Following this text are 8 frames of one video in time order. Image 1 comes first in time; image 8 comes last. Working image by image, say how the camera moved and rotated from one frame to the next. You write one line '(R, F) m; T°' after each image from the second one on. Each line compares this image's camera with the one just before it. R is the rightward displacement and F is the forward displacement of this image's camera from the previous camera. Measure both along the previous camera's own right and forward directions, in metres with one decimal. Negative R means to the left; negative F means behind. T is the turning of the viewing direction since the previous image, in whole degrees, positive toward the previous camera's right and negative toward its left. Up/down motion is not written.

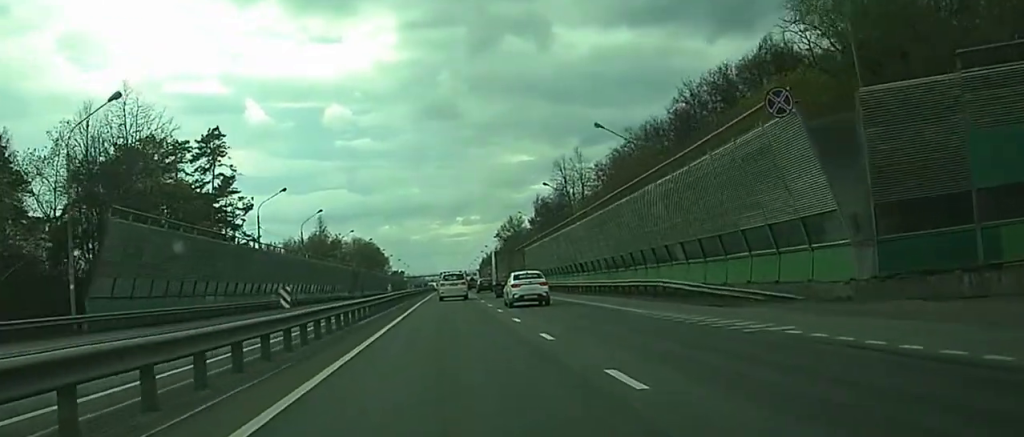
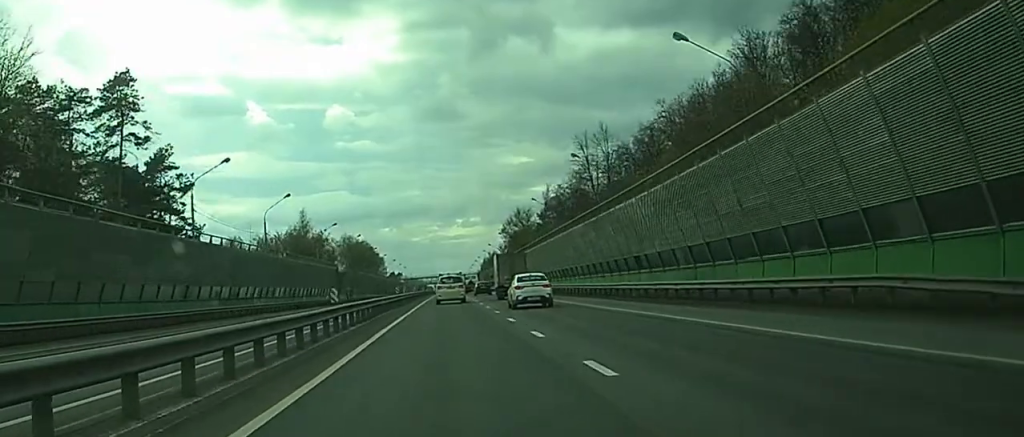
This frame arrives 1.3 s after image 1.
(-0.2, +23.7) m; 0°
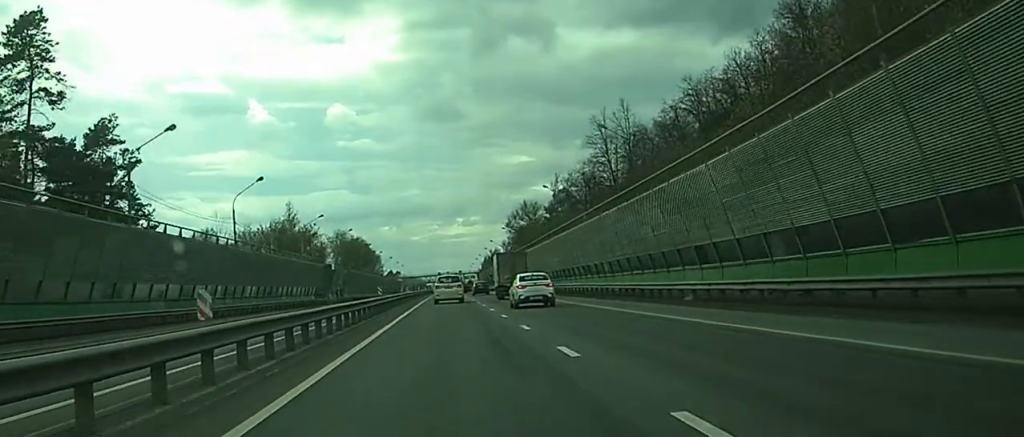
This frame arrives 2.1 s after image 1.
(+0.1, +13.6) m; 0°
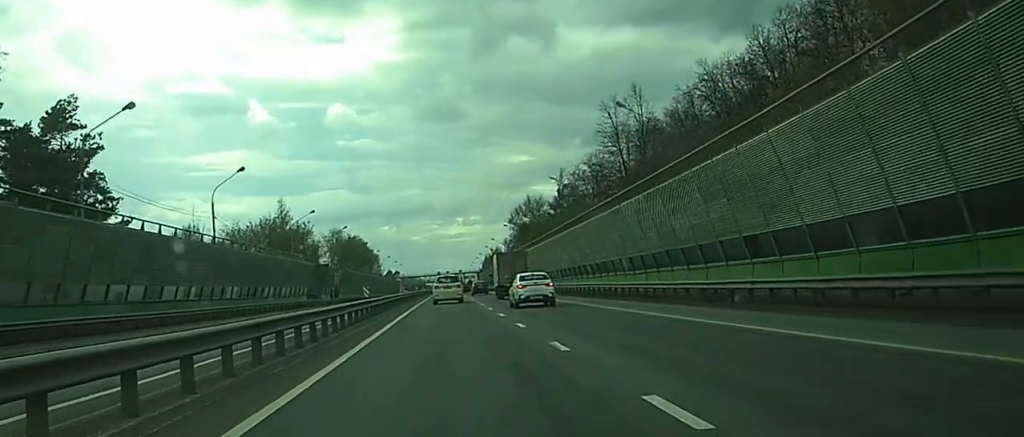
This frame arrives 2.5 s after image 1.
(0.0, +7.1) m; 0°
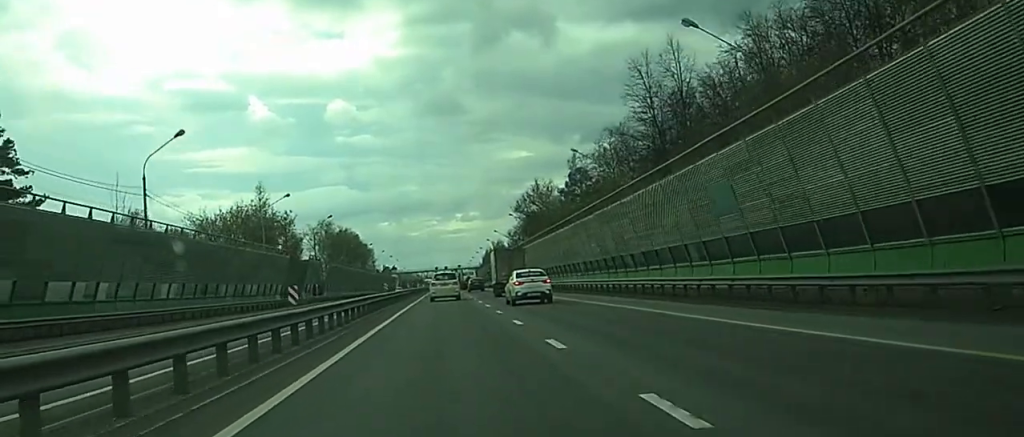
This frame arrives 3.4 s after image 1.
(+0.1, +16.5) m; +1°
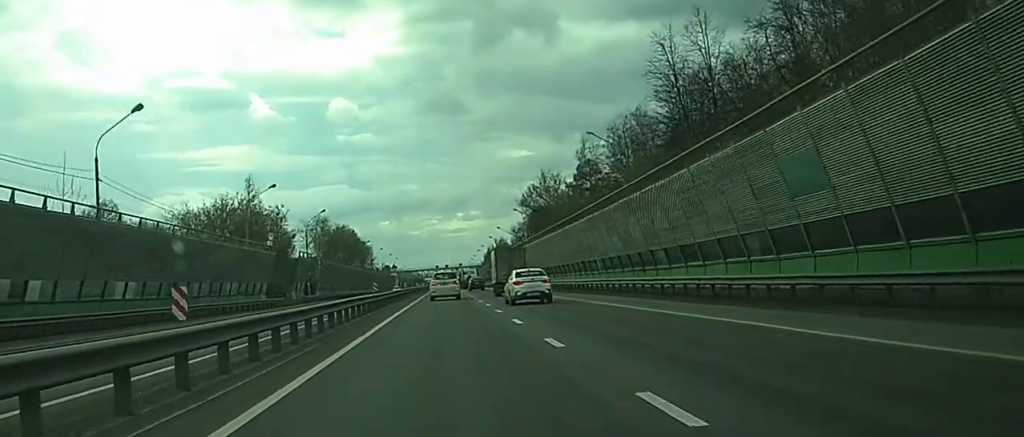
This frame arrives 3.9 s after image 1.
(-0.1, +8.2) m; +1°
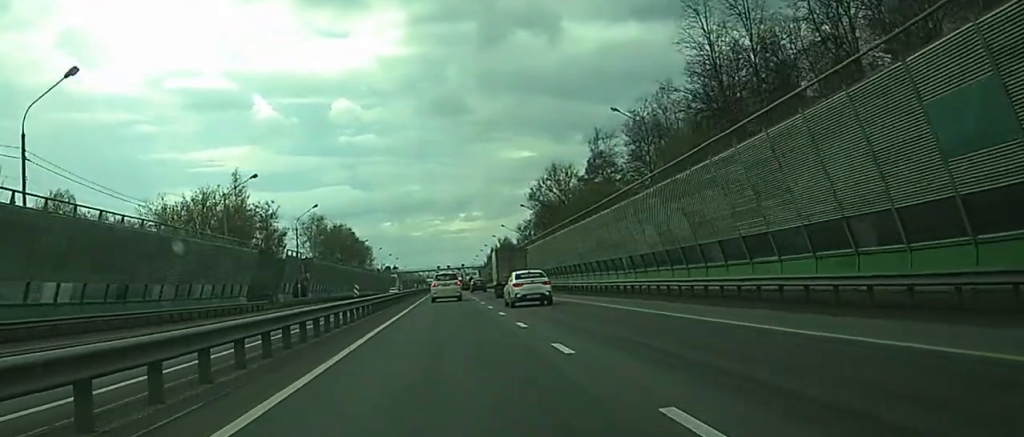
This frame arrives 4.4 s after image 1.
(+0.2, +9.4) m; 0°
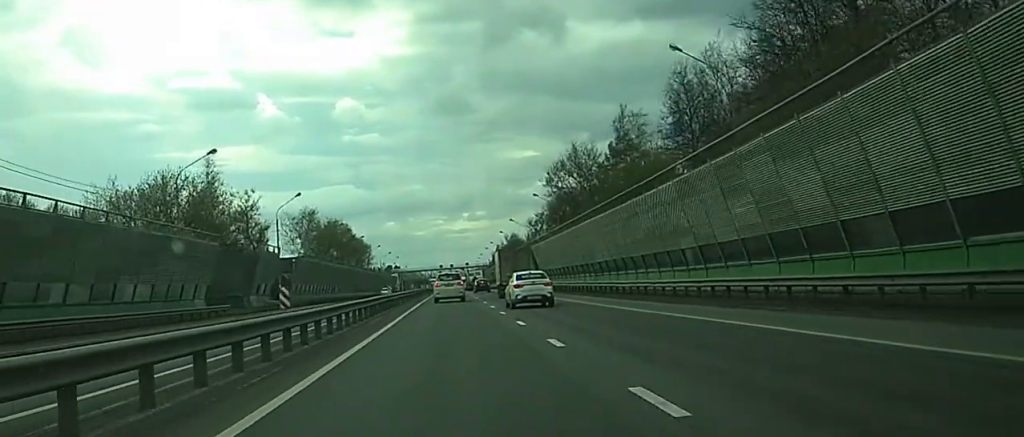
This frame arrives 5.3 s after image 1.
(+0.1, +15.3) m; -1°
